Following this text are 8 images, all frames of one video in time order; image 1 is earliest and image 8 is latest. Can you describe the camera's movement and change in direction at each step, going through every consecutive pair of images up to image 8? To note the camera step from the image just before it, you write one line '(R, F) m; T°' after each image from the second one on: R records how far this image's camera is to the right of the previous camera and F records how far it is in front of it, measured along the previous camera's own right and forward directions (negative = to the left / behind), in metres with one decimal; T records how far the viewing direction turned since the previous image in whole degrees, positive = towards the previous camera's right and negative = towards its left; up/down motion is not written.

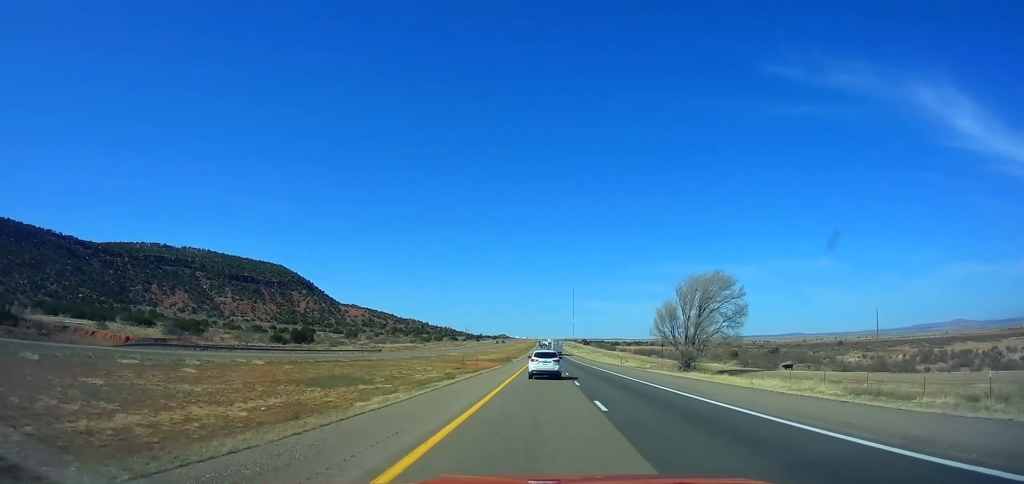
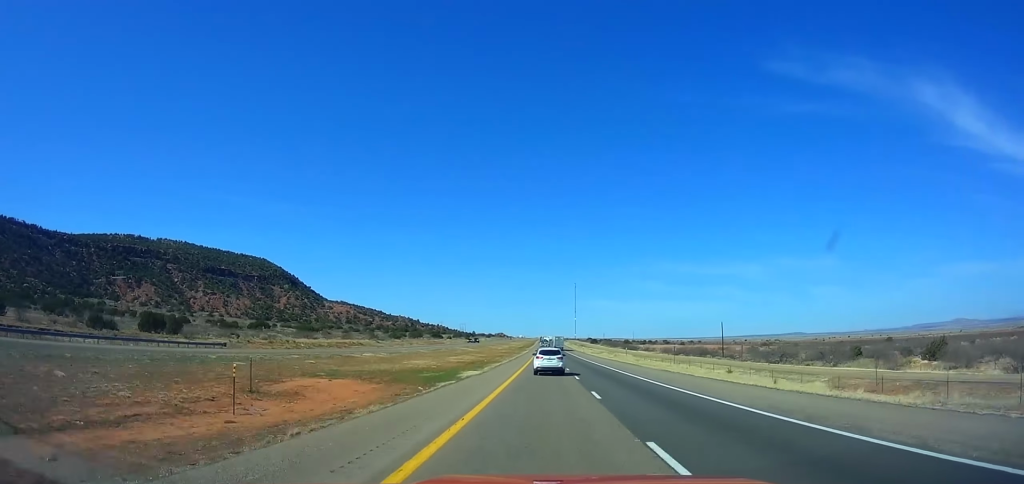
(+0.7, +69.6) m; 0°
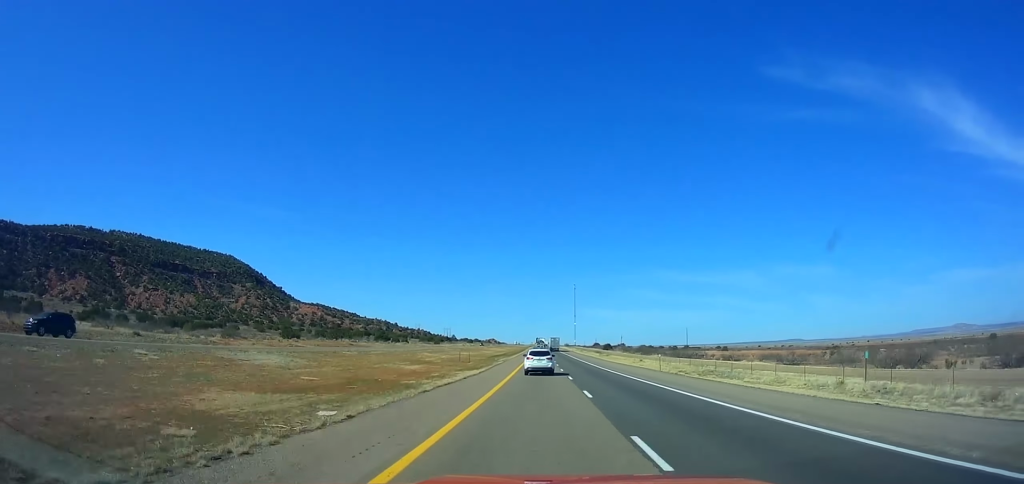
(-0.6, +107.8) m; 0°
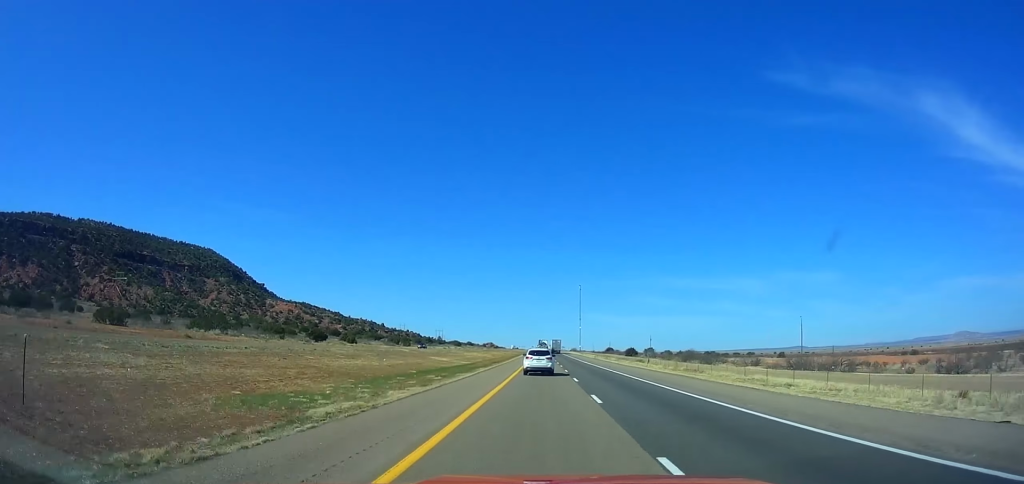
(+0.1, +73.3) m; 0°
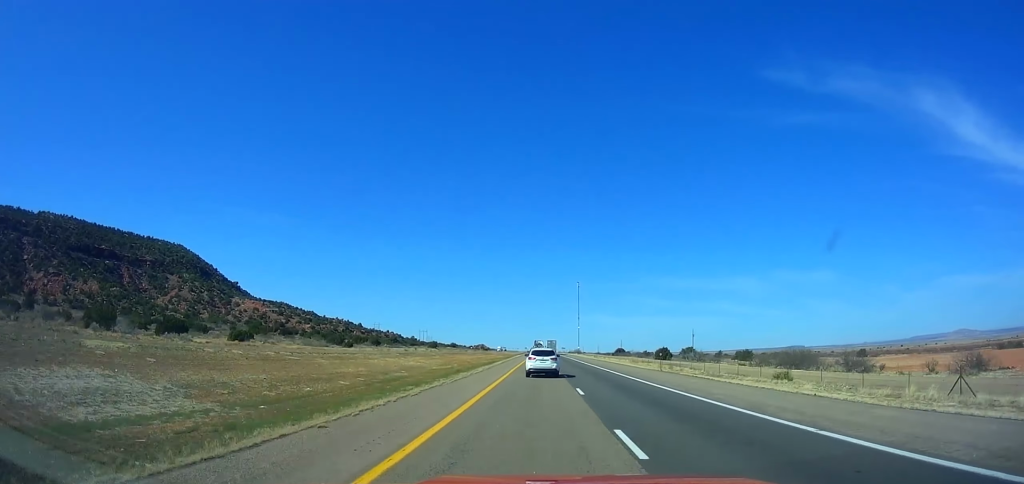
(+0.2, +68.2) m; 0°
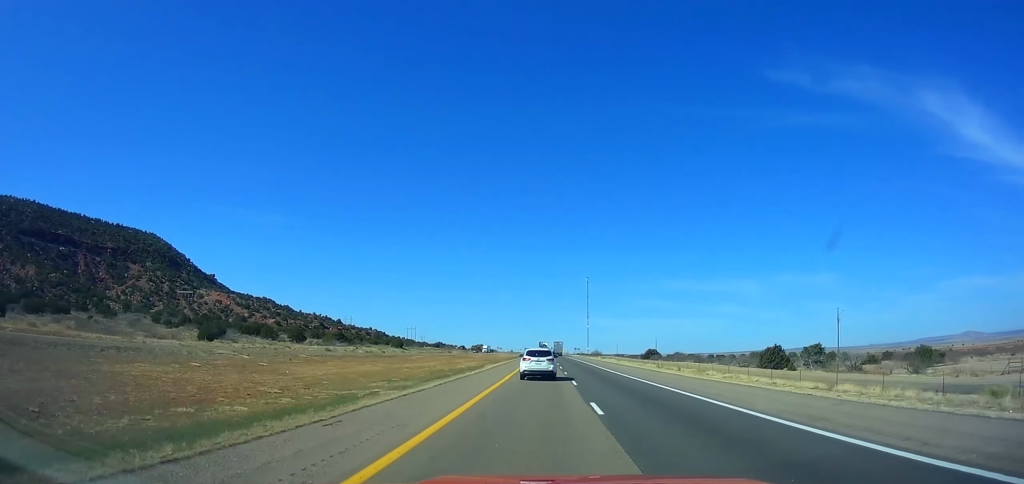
(0.0, +77.9) m; 0°
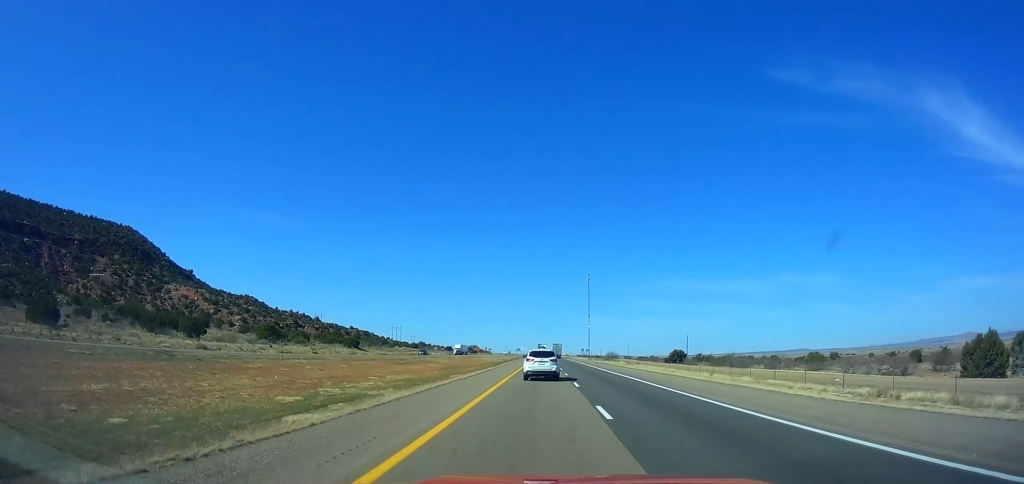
(0.0, +50.1) m; 0°
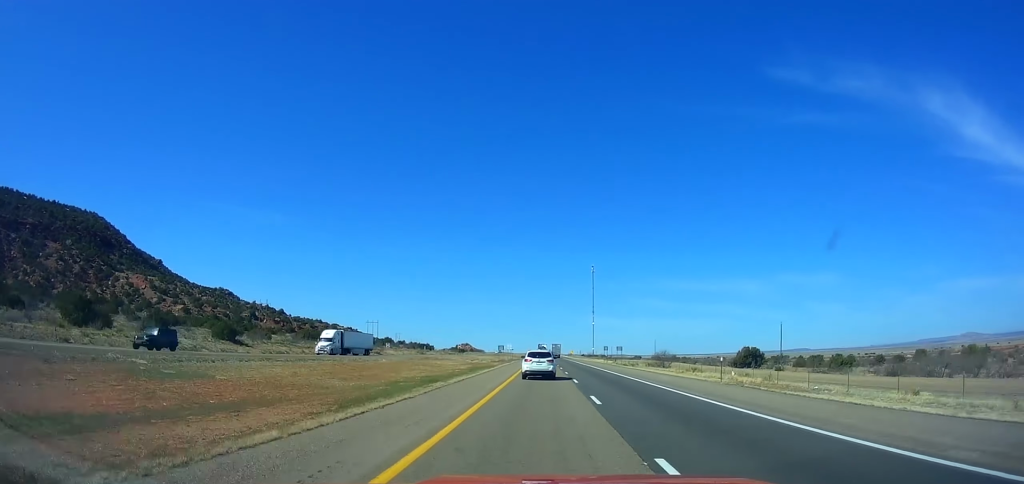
(-0.1, +69.0) m; 0°
